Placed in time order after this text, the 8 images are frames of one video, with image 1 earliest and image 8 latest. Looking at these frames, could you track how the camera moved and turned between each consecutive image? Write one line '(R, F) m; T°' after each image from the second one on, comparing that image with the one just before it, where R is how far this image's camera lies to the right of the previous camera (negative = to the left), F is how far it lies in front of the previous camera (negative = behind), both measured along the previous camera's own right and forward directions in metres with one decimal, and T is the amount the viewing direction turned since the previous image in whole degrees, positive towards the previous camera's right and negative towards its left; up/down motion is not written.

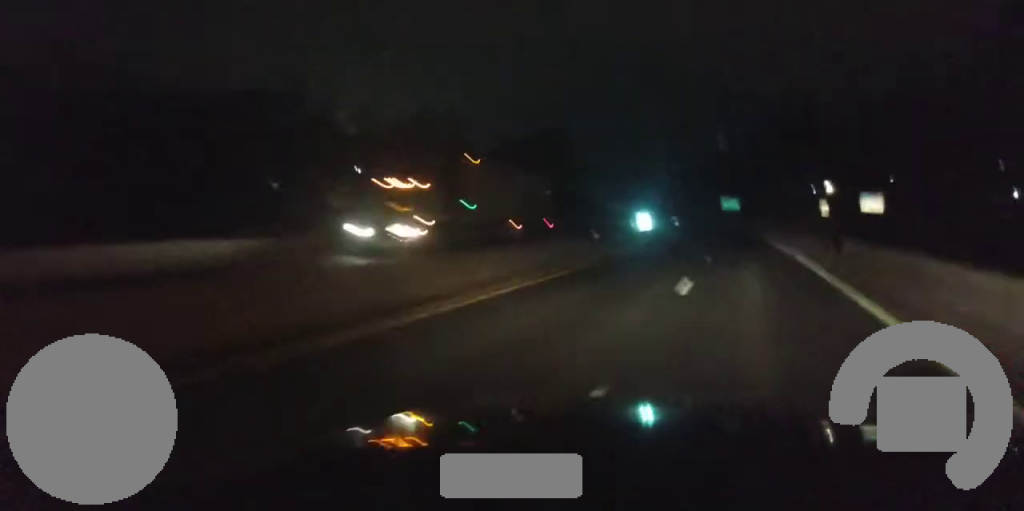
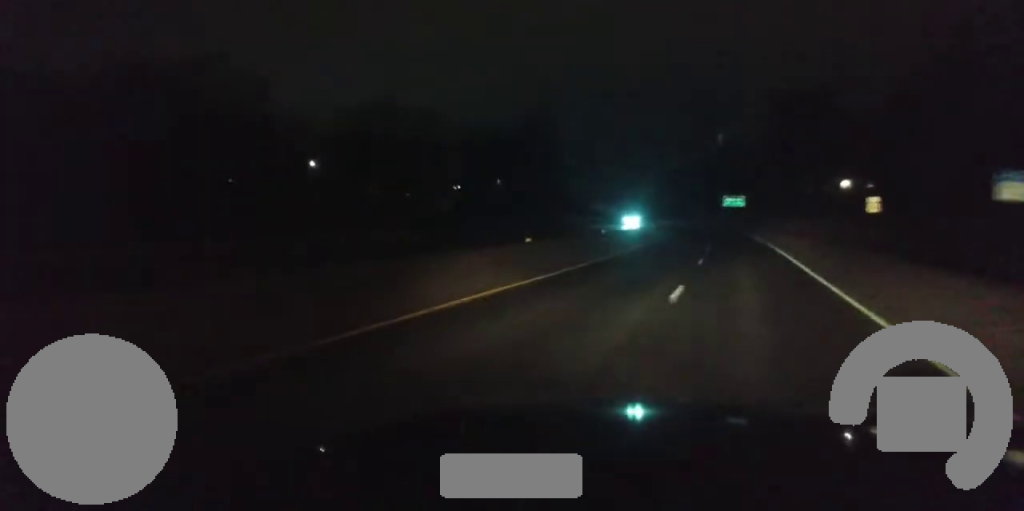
(-0.1, +25.8) m; -1°
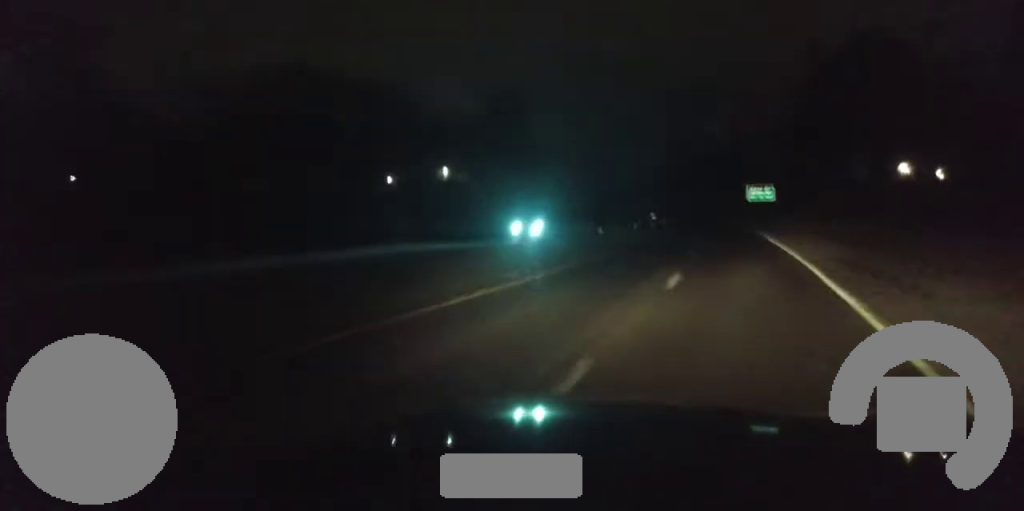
(-1.2, +46.6) m; -3°
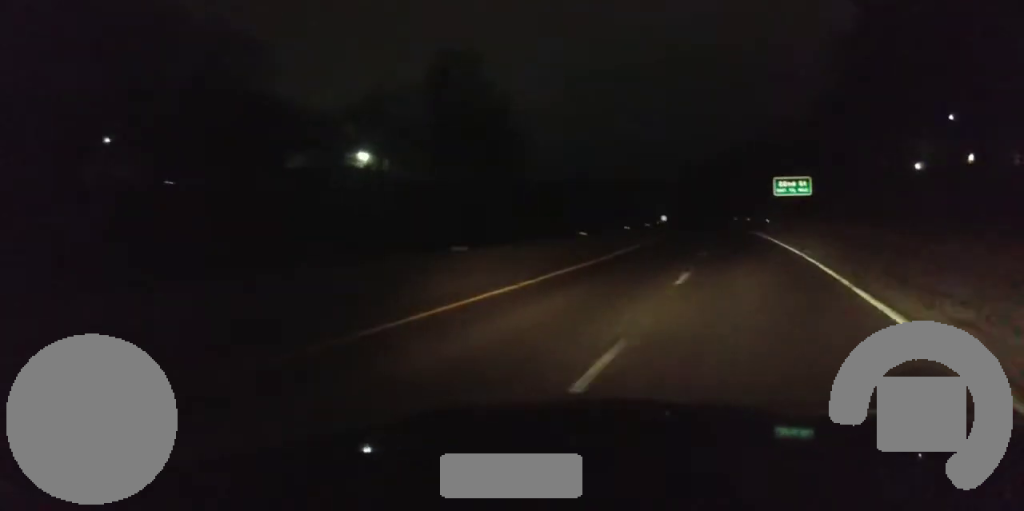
(-0.3, +35.9) m; 0°
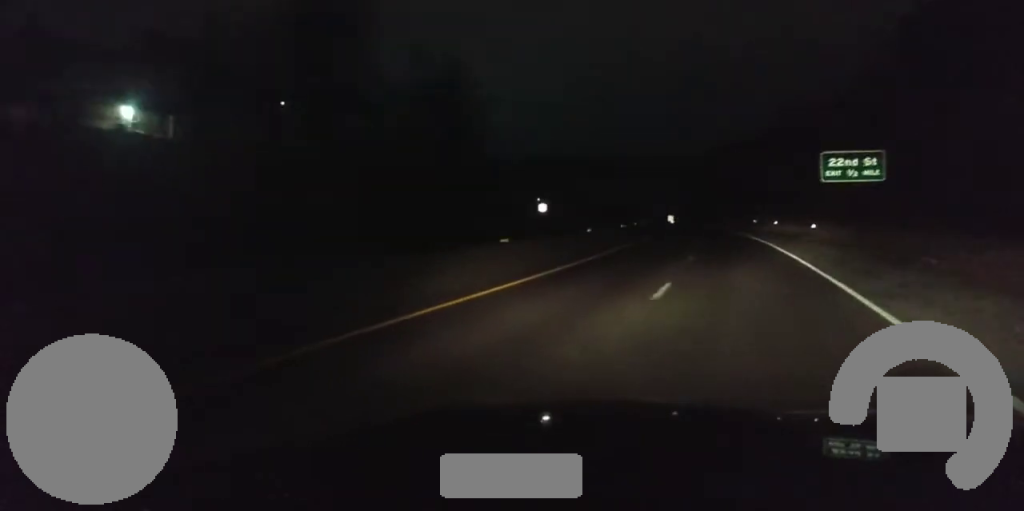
(+0.6, +40.4) m; 0°
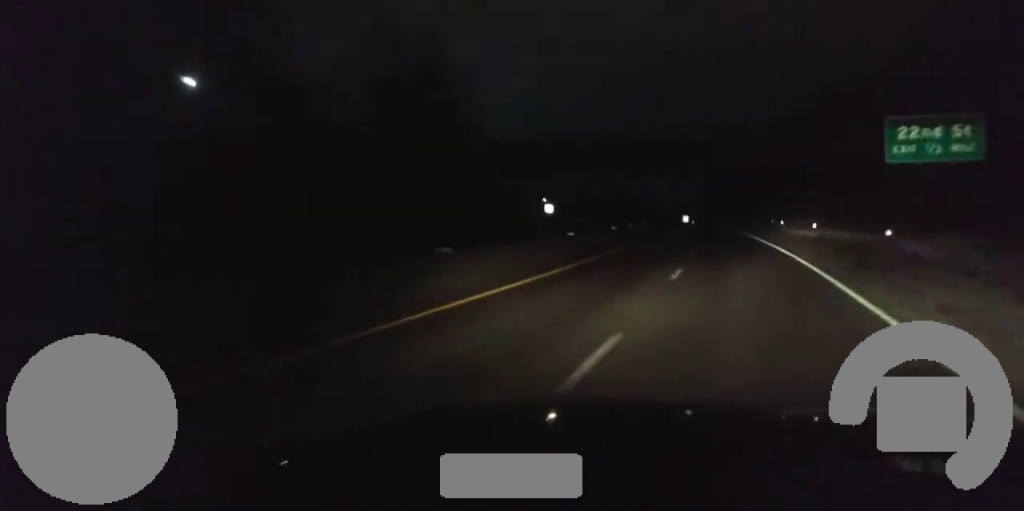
(-0.5, +20.0) m; -2°
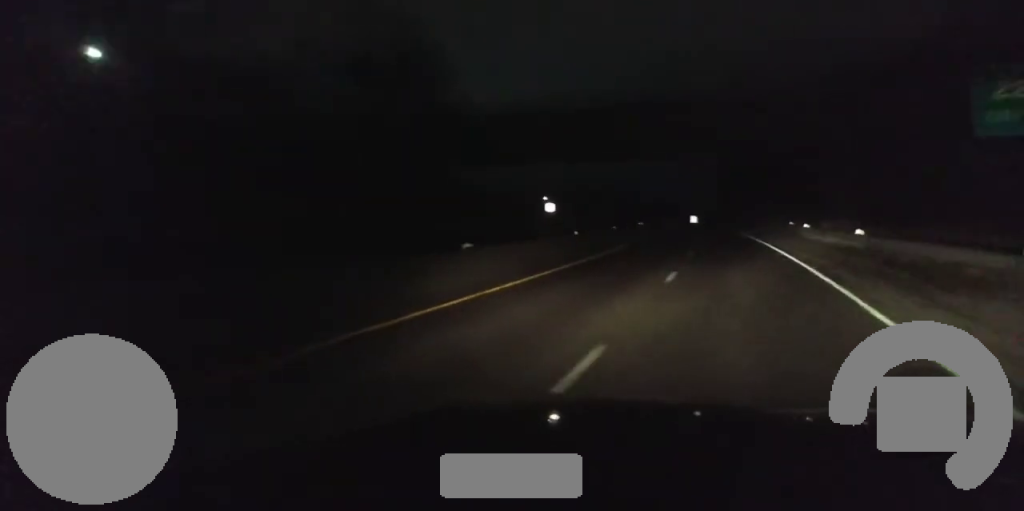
(-0.1, +13.4) m; -1°
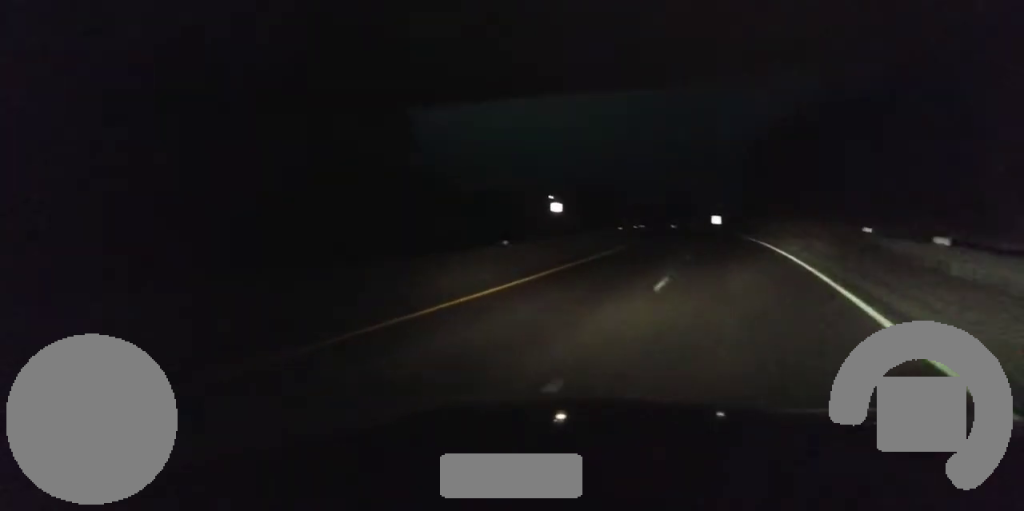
(-0.5, +27.1) m; -2°
